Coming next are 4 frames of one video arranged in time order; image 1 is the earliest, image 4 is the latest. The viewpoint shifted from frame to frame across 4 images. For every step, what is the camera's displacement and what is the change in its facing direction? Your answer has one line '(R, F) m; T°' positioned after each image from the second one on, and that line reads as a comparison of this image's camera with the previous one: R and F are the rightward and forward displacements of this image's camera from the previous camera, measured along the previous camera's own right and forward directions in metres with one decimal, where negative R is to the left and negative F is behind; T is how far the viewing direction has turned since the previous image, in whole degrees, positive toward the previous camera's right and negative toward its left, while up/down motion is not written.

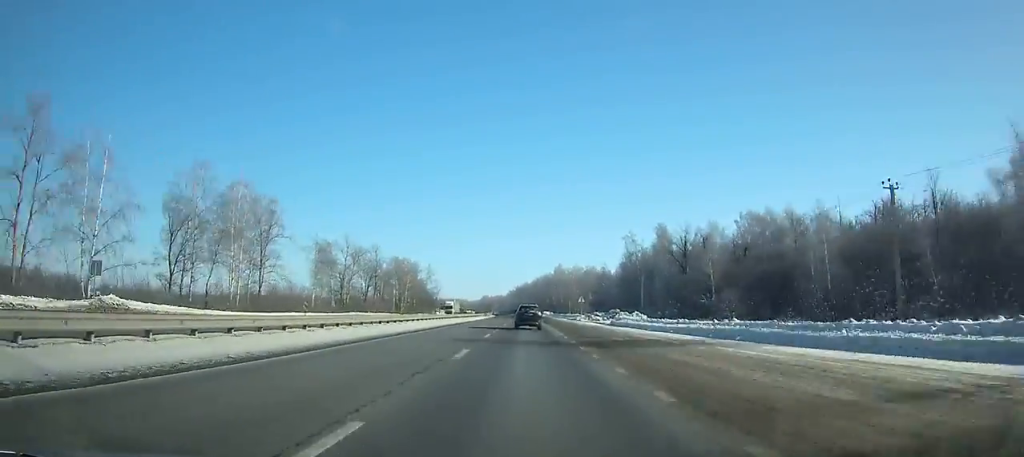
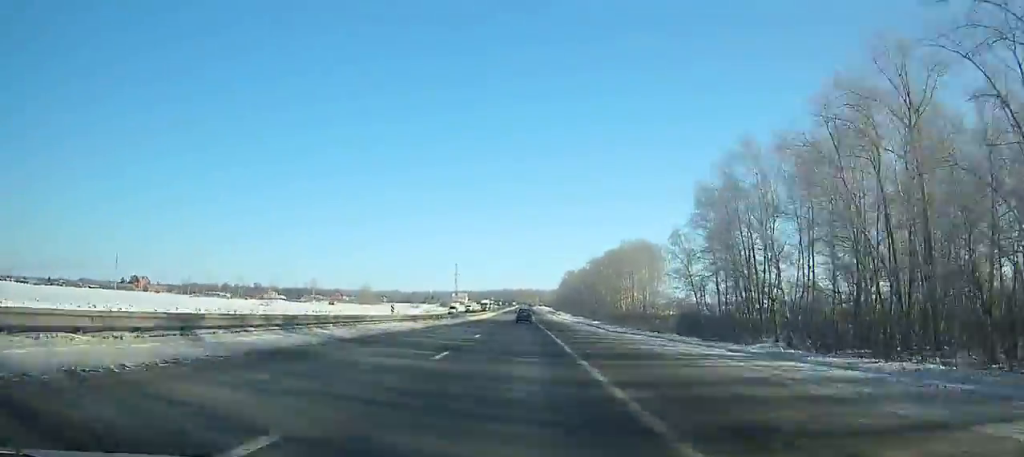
(-32.3, +449.3) m; -8°
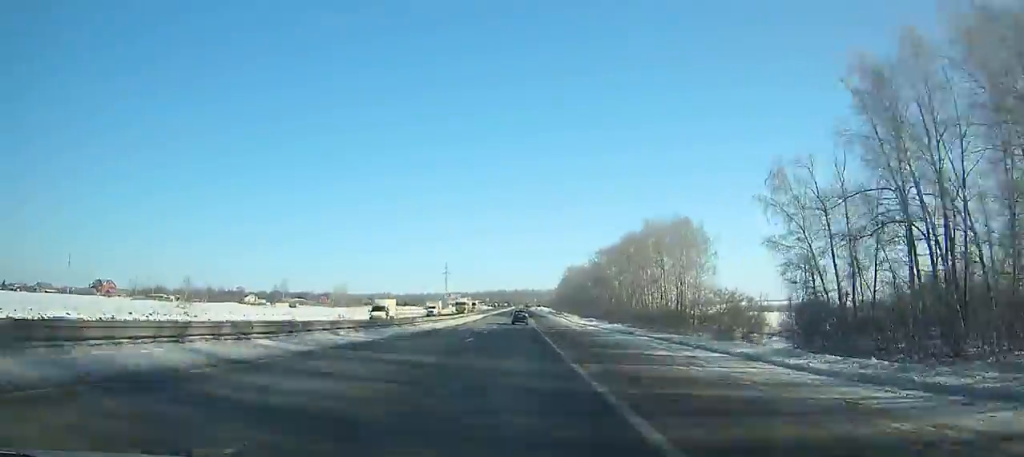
(-0.1, +36.3) m; 0°
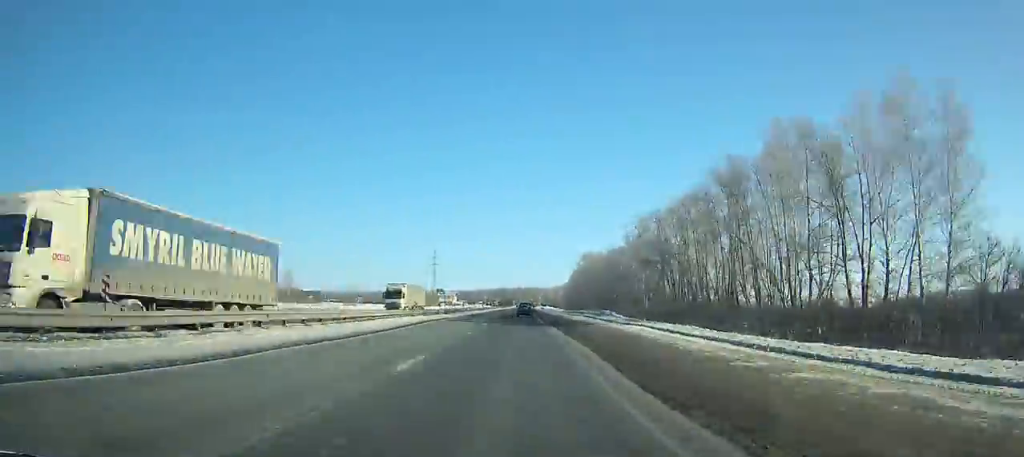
(-0.2, +62.3) m; 0°
